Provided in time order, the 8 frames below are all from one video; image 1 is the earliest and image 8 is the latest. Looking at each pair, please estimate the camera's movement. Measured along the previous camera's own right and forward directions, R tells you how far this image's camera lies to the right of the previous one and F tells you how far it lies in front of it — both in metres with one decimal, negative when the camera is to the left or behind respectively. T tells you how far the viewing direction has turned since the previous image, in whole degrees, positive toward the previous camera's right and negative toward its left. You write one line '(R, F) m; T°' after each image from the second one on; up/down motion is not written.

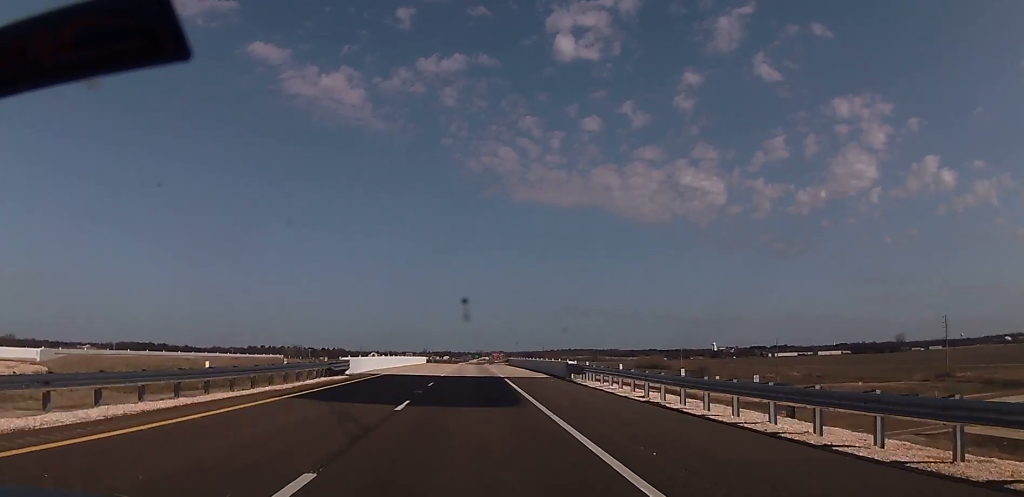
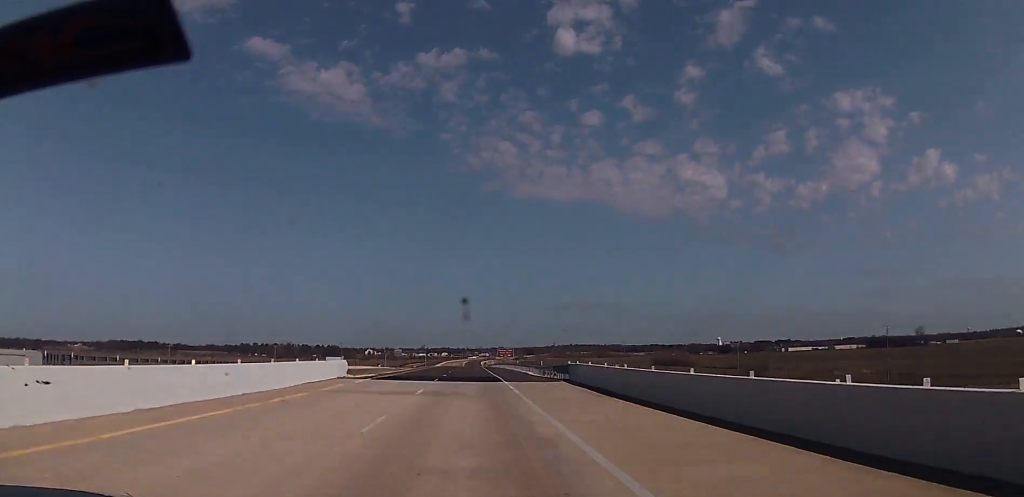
(0.0, +65.6) m; -1°
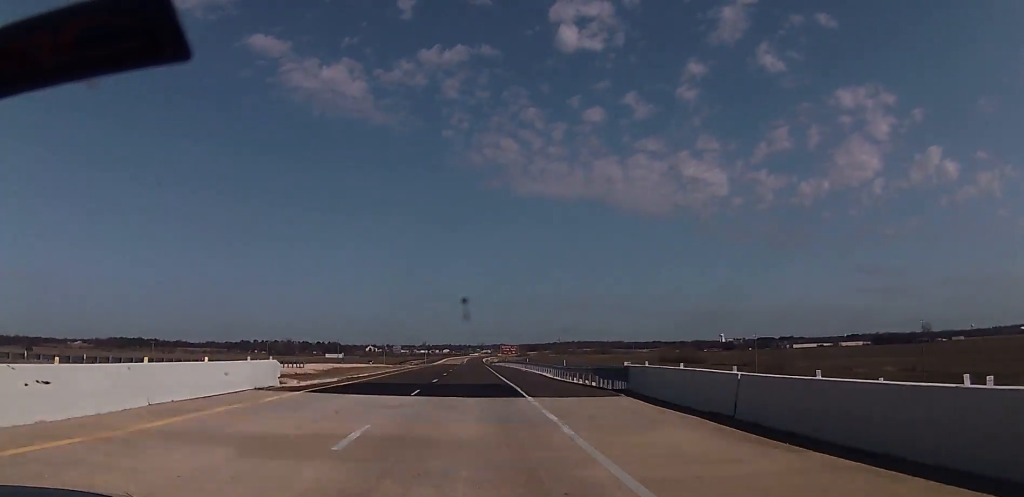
(-0.1, +14.4) m; 0°
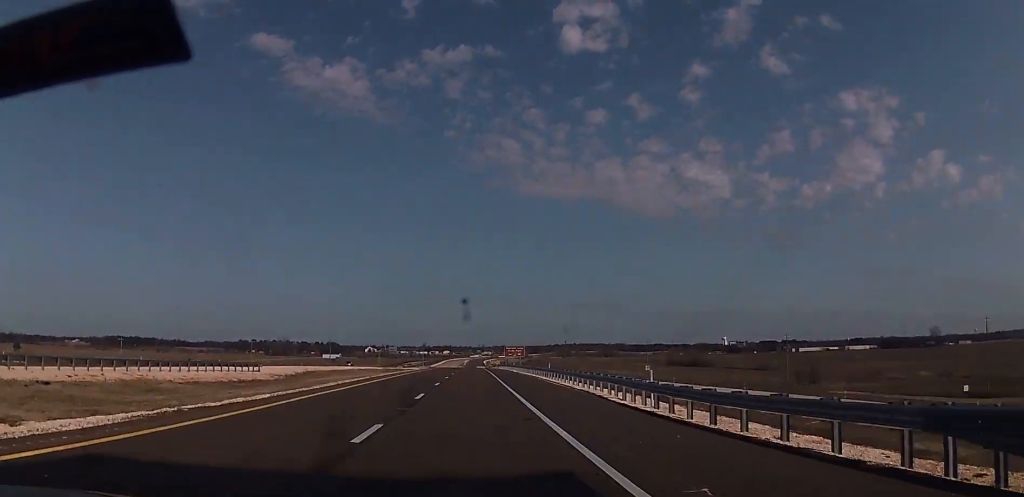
(-0.3, +22.8) m; 0°
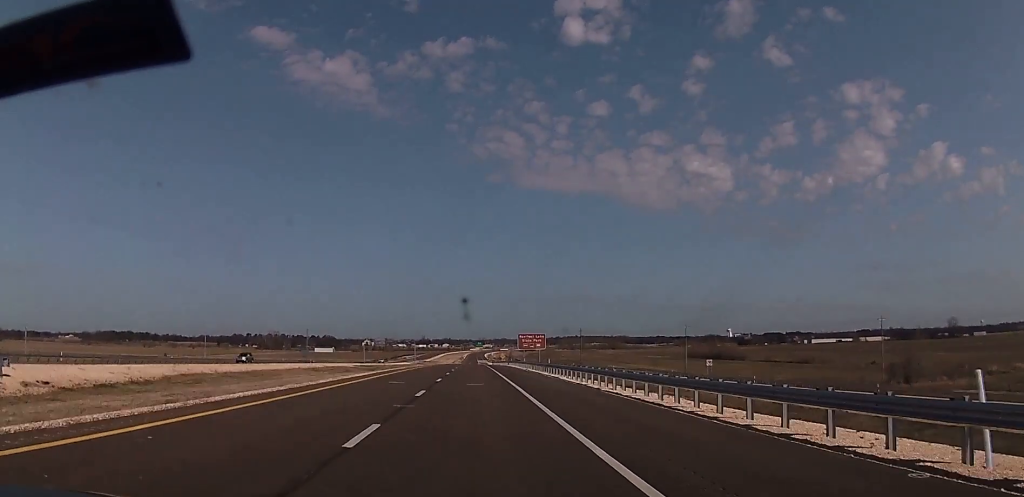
(+0.6, +50.3) m; +1°
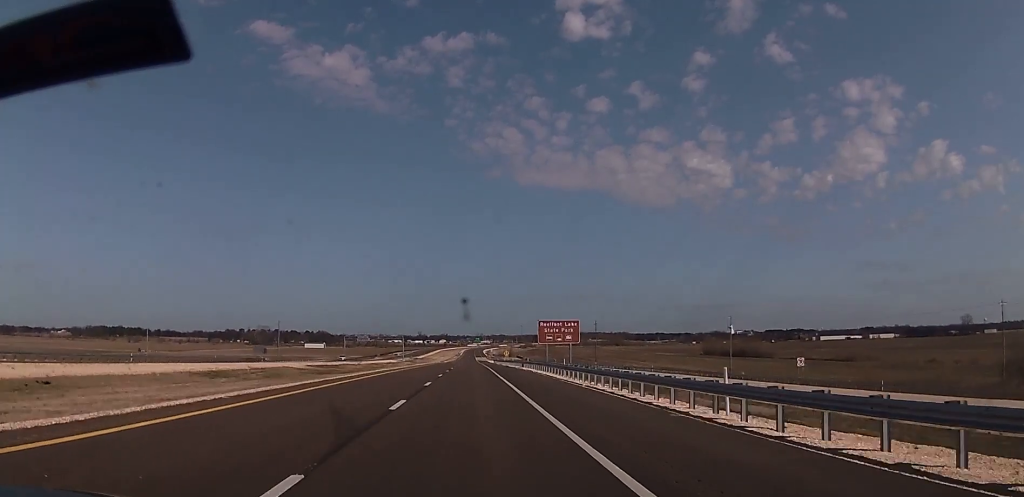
(0.0, +41.9) m; 0°
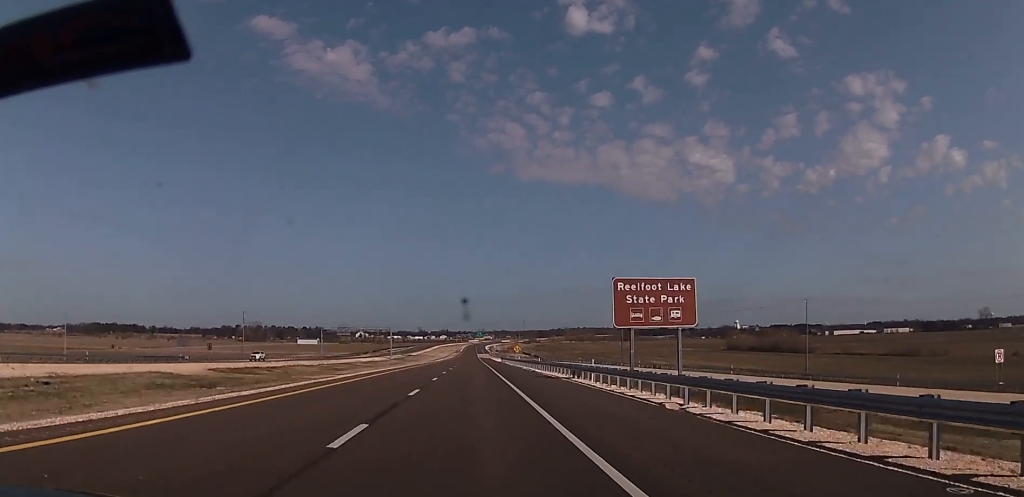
(-0.1, +43.3) m; 0°
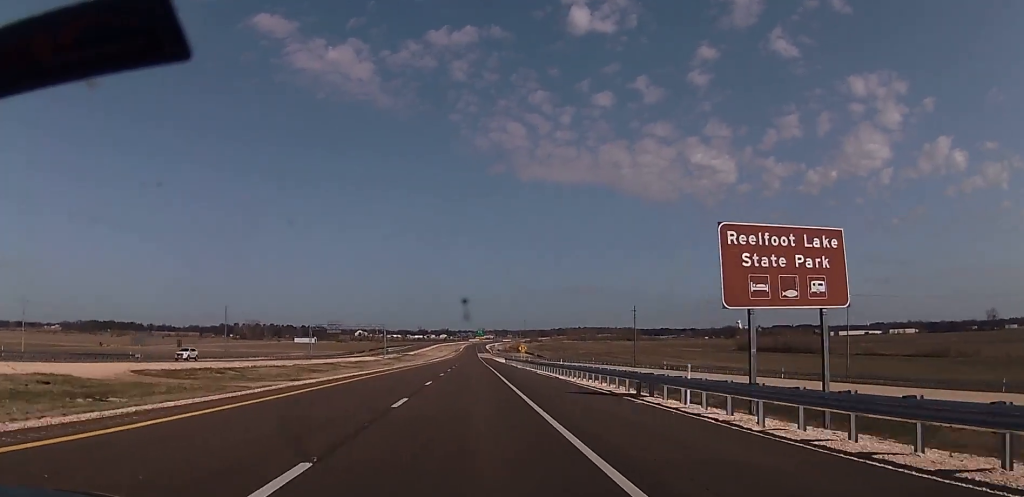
(0.0, +16.8) m; 0°
